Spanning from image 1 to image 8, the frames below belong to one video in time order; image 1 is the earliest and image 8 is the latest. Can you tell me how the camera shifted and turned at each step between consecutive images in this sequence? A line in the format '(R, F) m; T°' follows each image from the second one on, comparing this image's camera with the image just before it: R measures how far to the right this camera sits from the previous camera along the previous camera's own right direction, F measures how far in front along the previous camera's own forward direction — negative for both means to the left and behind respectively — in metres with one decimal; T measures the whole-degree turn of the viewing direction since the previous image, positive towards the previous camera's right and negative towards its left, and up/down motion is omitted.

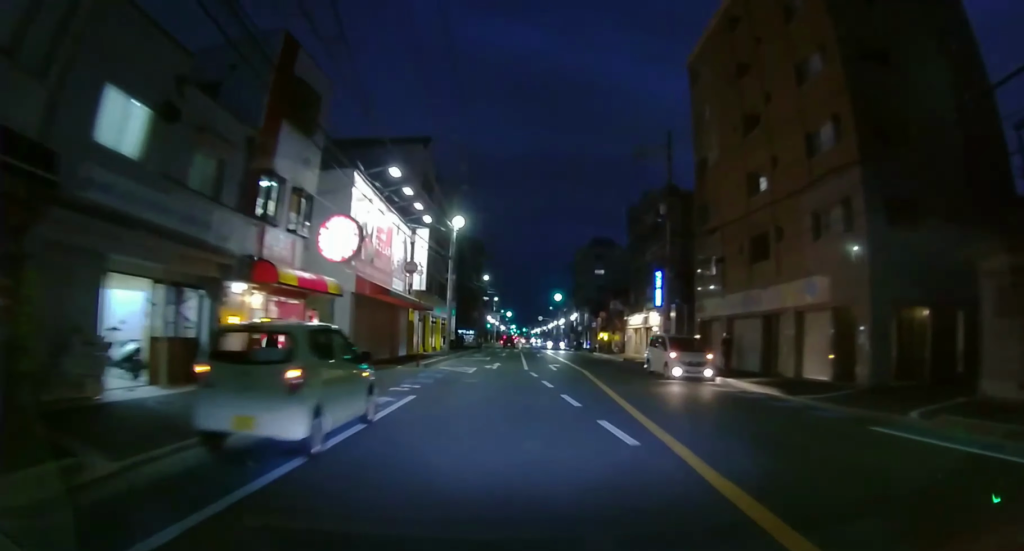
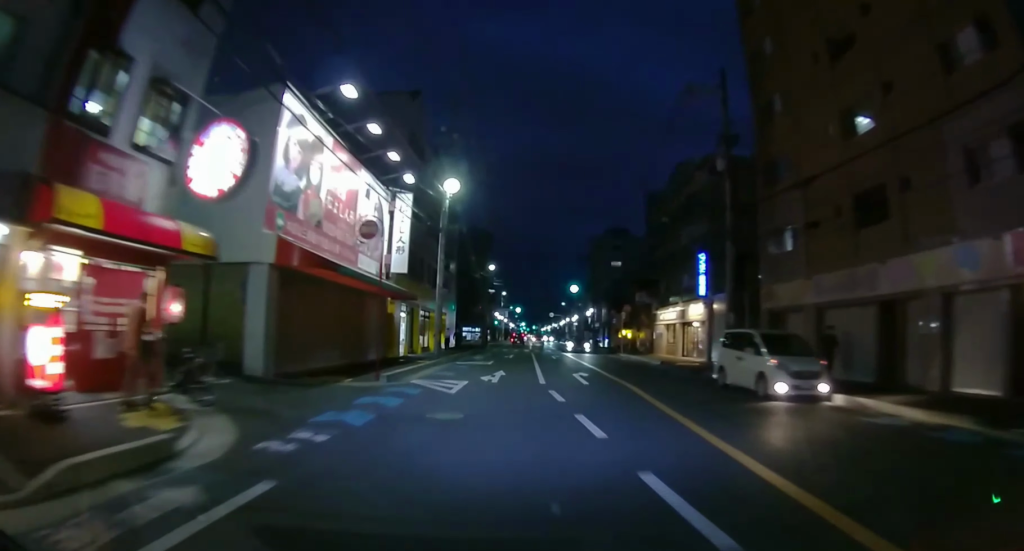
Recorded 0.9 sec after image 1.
(-0.1, +7.5) m; -1°
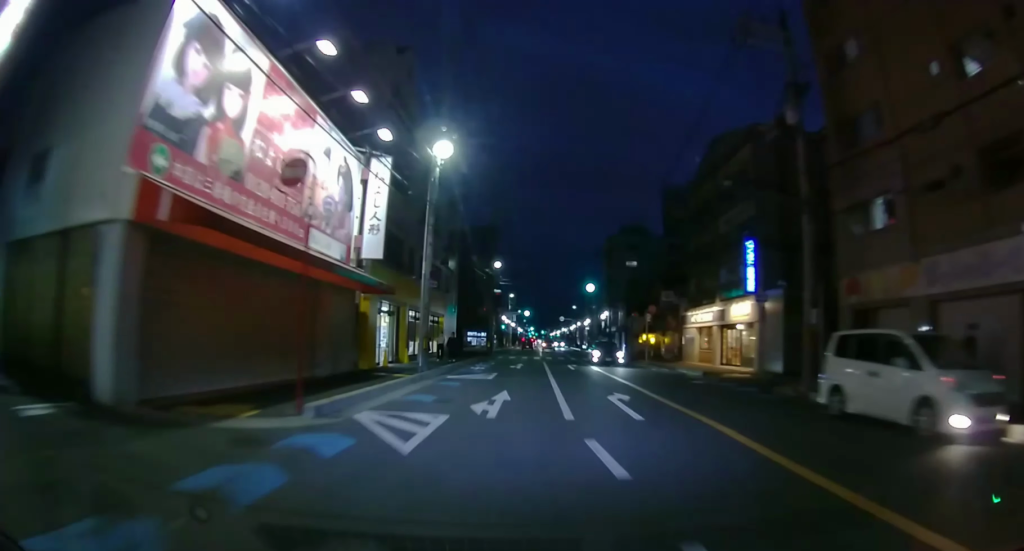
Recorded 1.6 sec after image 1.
(-0.1, +5.9) m; 0°
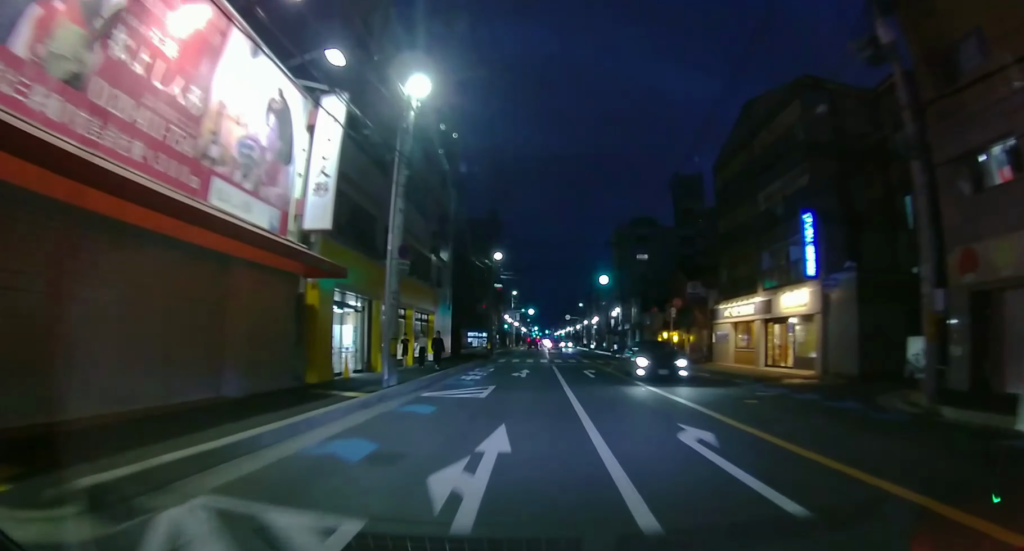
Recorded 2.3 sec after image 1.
(+0.1, +5.6) m; +1°
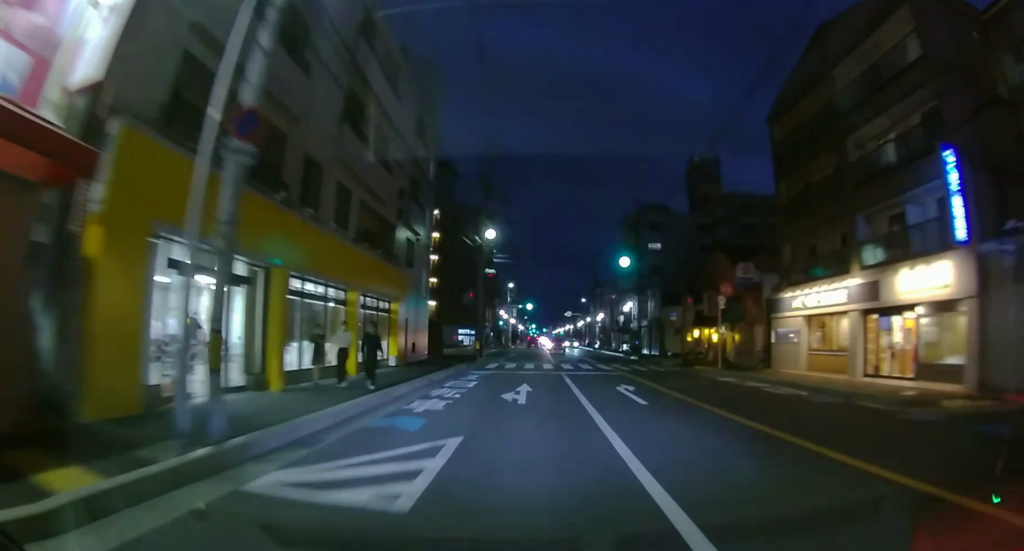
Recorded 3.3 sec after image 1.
(0.0, +8.5) m; 0°
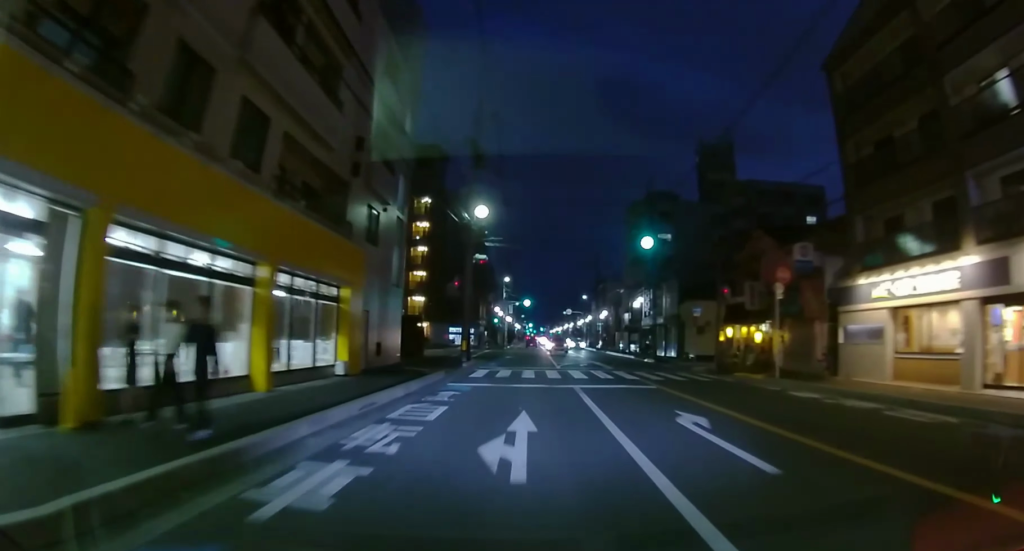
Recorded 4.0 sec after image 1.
(0.0, +6.3) m; 0°
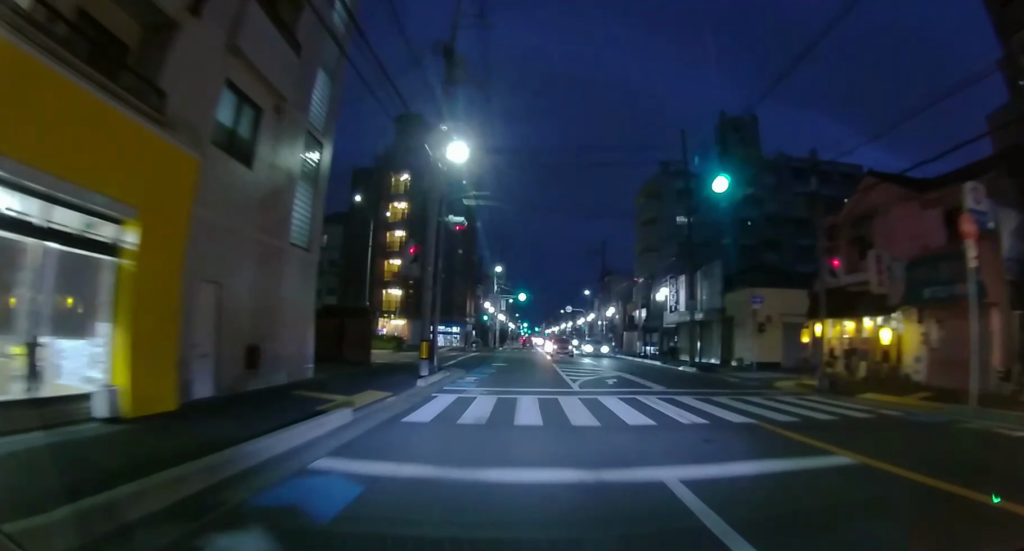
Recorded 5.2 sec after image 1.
(0.0, +10.2) m; 0°
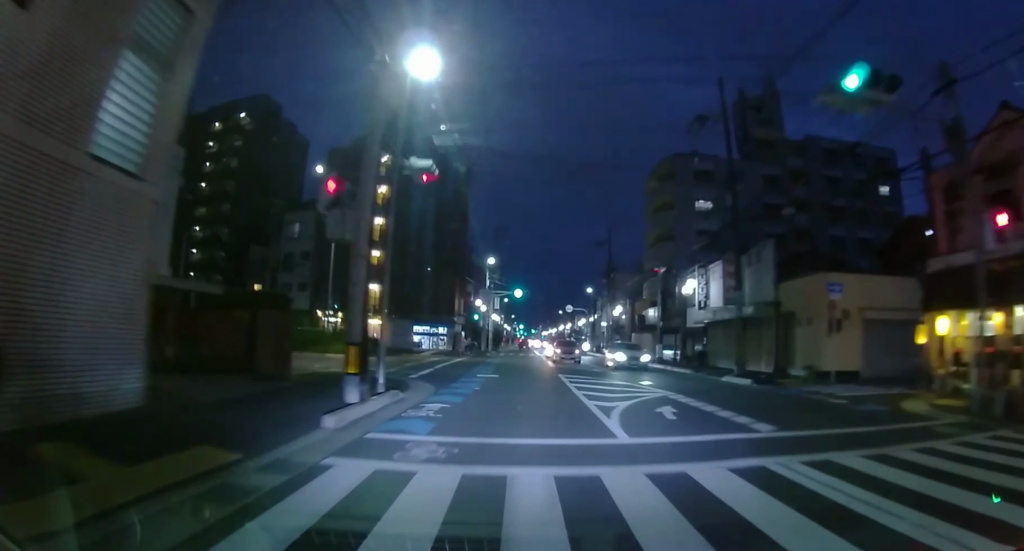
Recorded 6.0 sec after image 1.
(0.0, +7.1) m; +1°
